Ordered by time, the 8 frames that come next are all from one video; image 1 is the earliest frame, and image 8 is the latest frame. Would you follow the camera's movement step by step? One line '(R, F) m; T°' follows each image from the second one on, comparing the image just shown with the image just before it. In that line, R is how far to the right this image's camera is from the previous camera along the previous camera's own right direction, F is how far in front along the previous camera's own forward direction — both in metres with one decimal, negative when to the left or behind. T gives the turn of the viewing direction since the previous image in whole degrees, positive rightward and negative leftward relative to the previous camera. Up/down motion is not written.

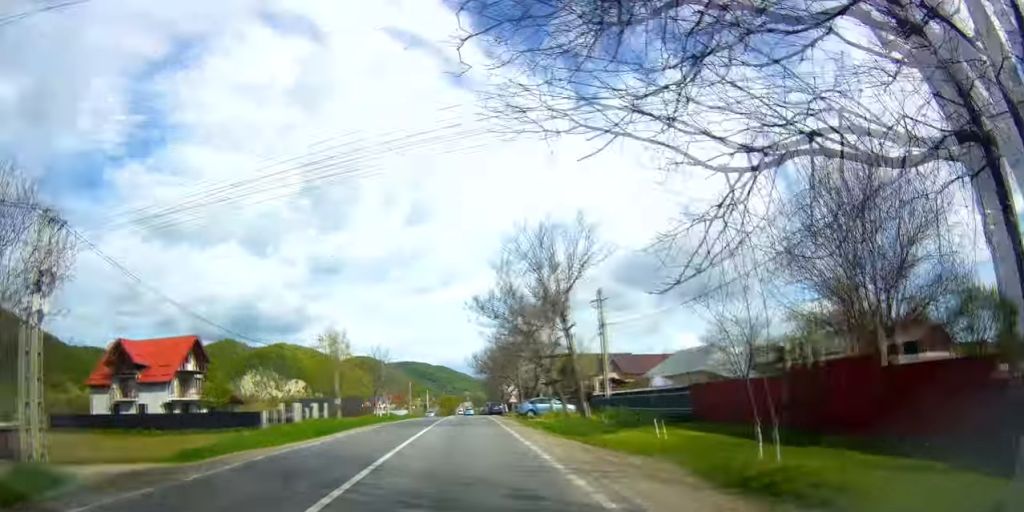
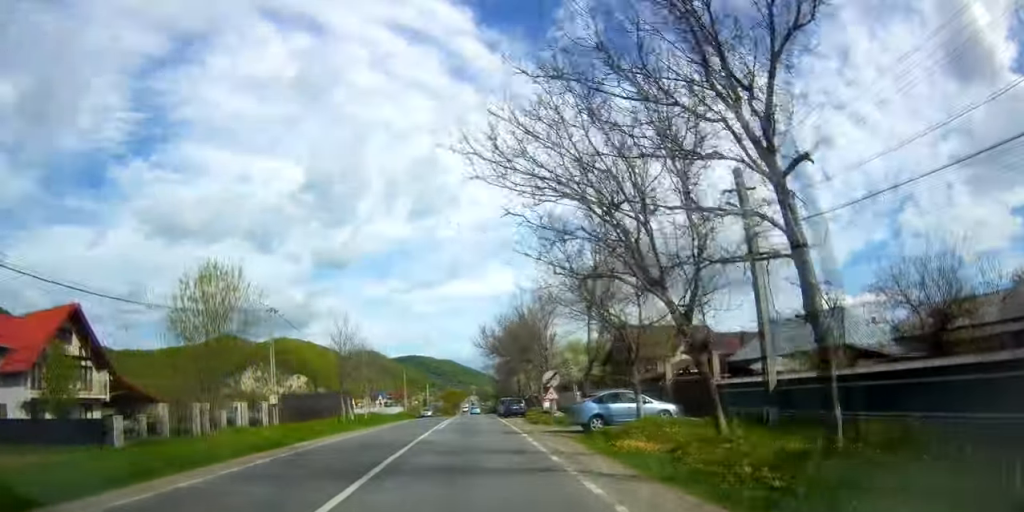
(+0.5, +19.9) m; 0°
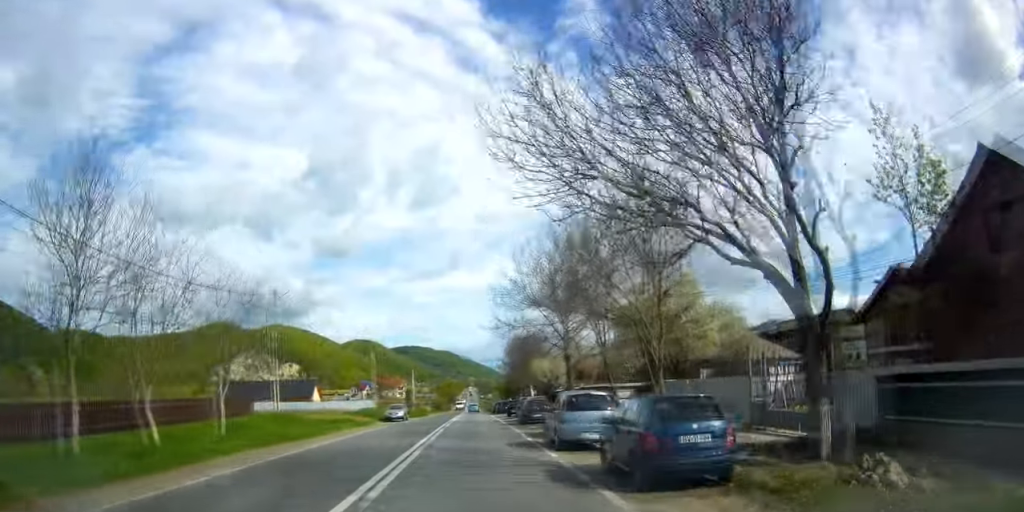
(-0.6, +33.0) m; 0°
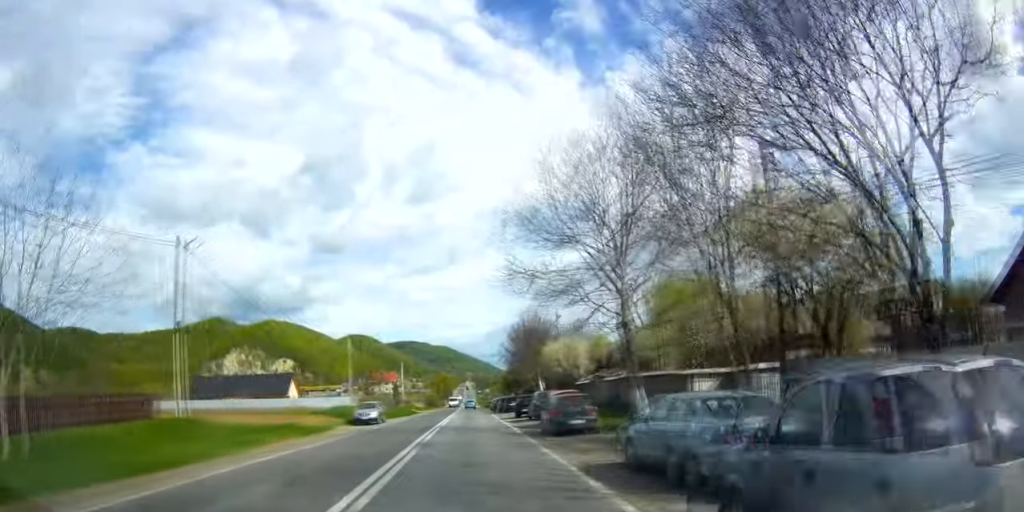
(+0.3, +12.7) m; 0°
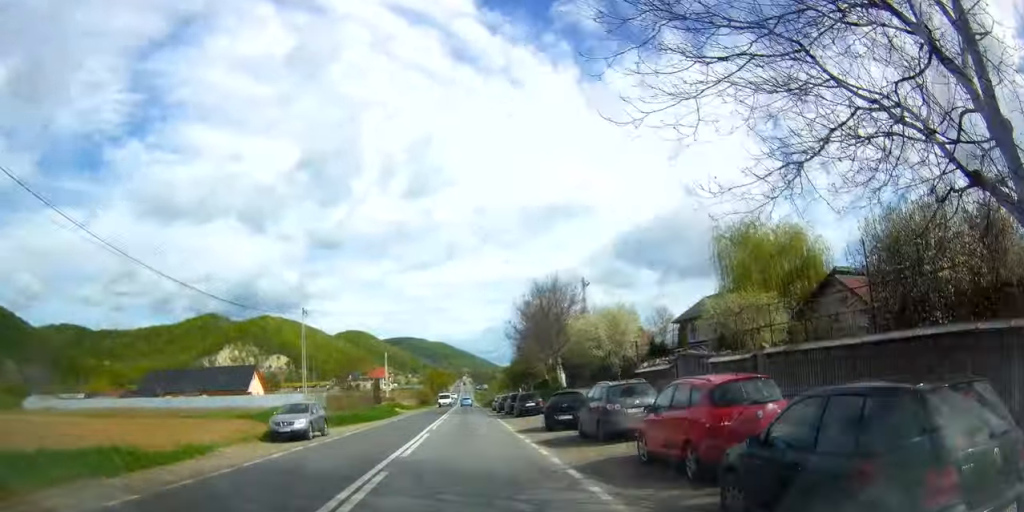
(-0.3, +16.4) m; 0°
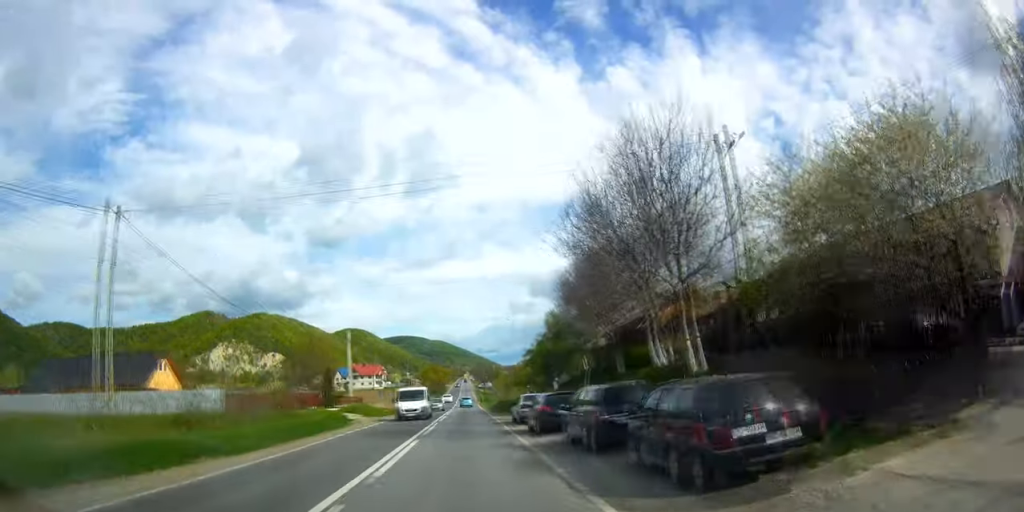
(+0.1, +27.4) m; +1°
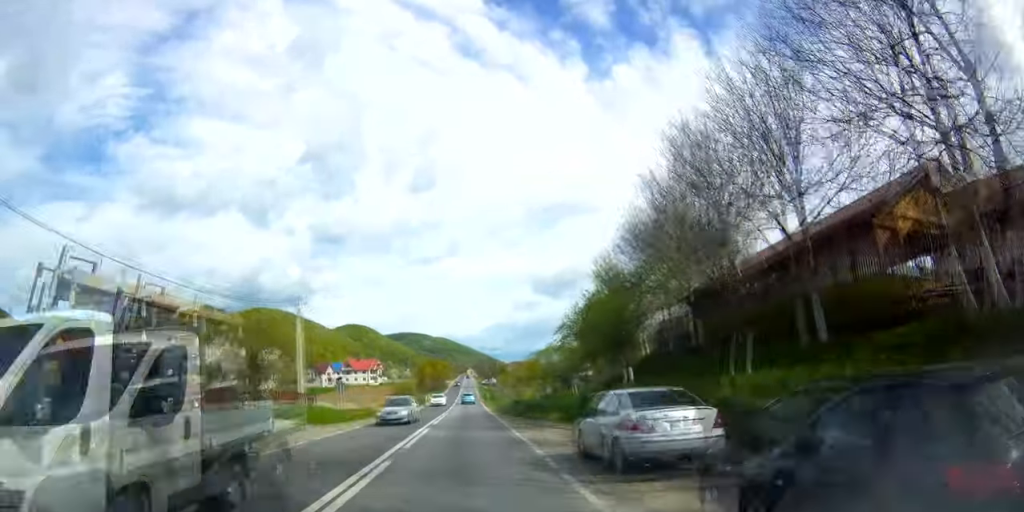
(0.0, +18.6) m; 0°
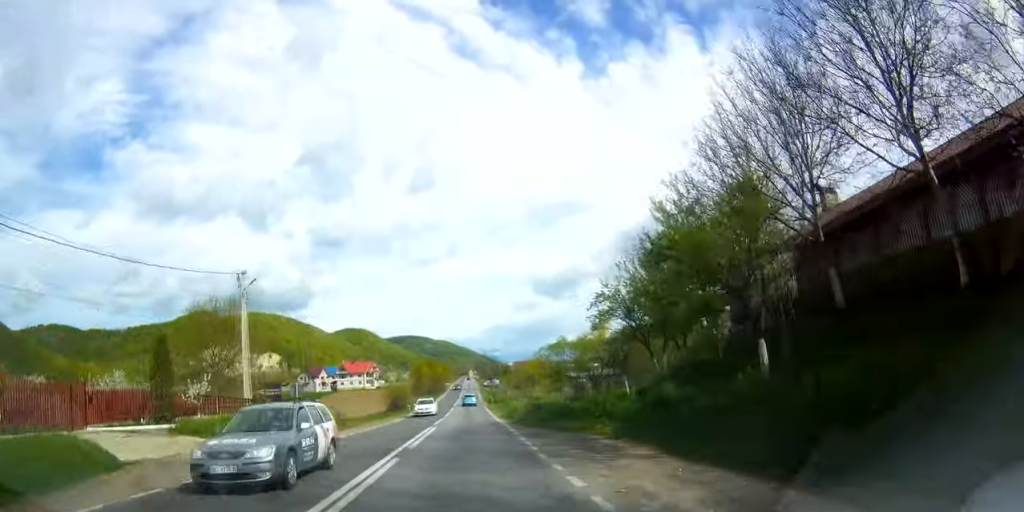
(0.0, +10.9) m; 0°
